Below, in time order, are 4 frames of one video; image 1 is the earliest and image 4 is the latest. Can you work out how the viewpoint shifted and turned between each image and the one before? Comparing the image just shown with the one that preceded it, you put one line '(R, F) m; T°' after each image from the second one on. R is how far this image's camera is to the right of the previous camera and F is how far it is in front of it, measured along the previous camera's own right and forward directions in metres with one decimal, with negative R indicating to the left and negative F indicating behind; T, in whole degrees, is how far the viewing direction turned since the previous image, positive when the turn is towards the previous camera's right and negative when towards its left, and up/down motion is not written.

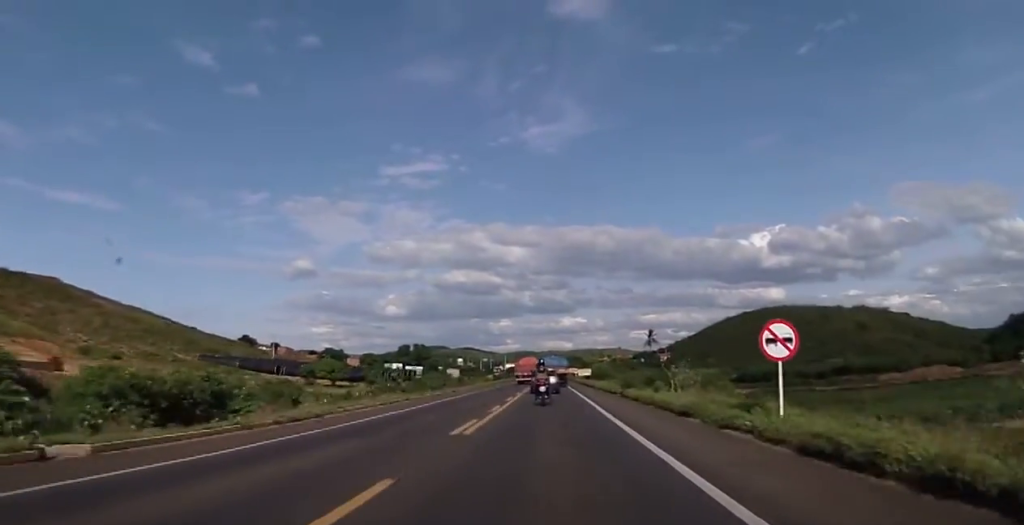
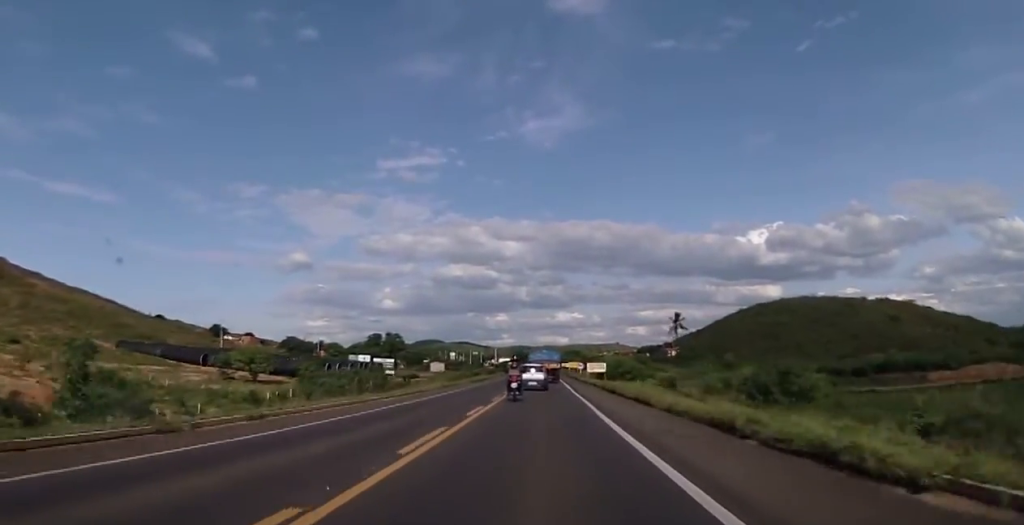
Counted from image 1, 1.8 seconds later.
(+0.1, +36.9) m; 0°
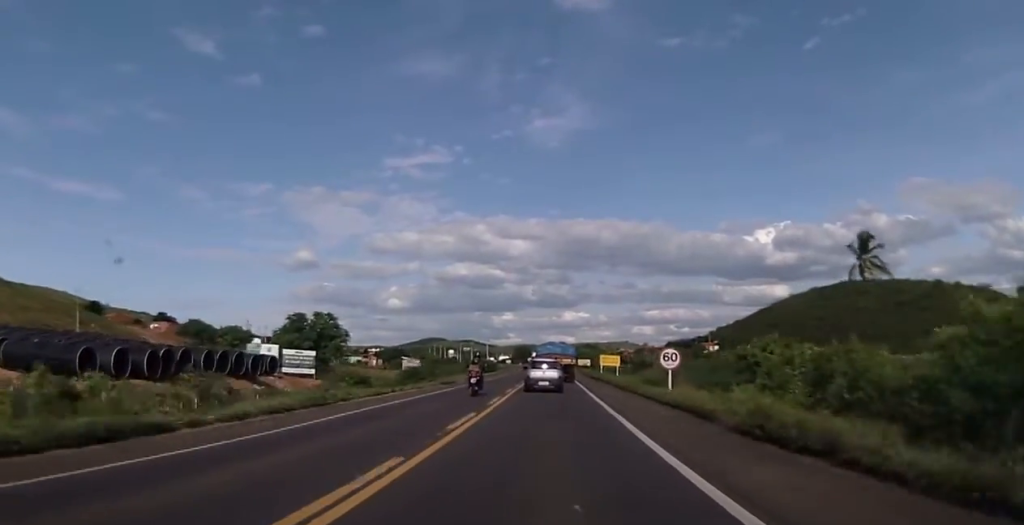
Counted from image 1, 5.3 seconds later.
(-0.4, +70.8) m; +1°
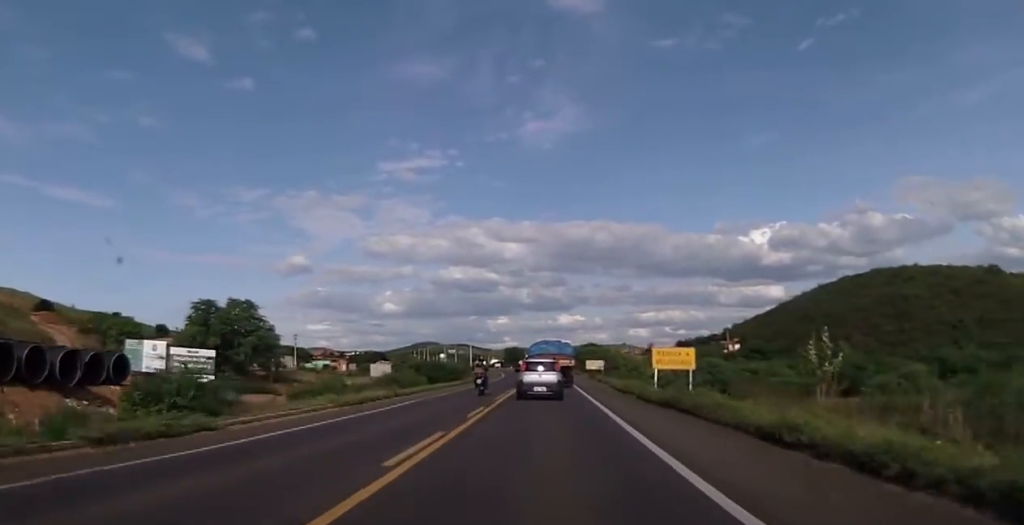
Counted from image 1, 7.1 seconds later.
(+0.4, +37.8) m; 0°
